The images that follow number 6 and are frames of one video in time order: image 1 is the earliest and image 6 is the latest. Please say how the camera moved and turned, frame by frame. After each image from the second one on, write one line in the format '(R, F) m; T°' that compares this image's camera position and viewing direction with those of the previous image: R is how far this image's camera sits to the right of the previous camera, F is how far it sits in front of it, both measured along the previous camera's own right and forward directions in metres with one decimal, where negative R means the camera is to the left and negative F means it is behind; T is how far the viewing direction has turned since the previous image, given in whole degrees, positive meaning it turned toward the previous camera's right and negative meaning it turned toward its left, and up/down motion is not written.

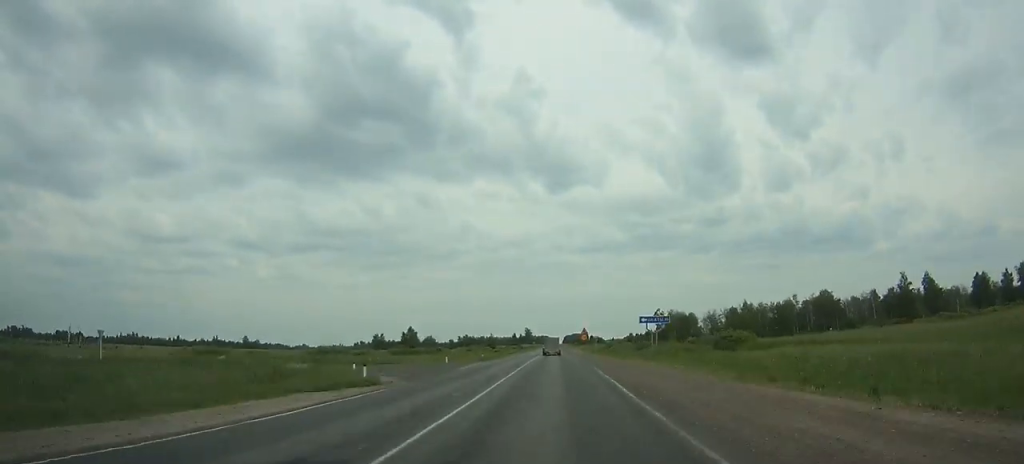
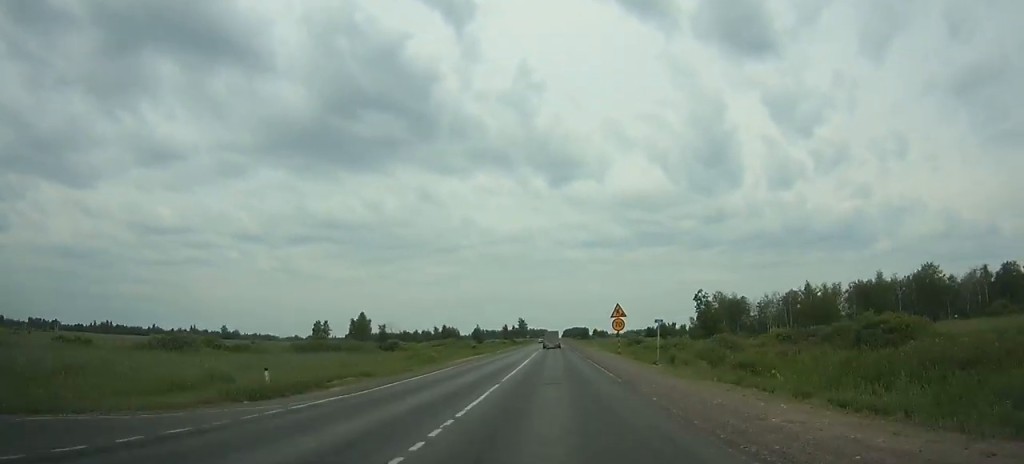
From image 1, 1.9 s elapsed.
(0.0, +48.3) m; 0°
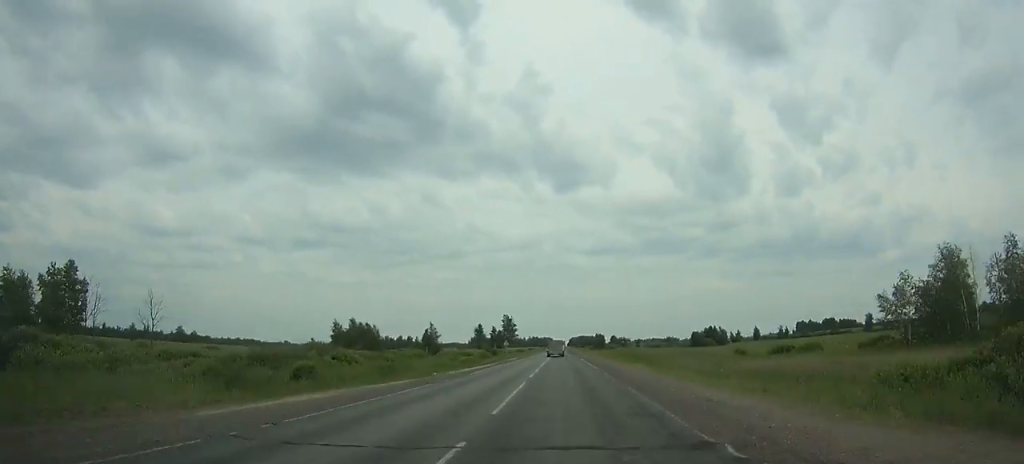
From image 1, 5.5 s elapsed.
(-0.3, +91.6) m; 0°
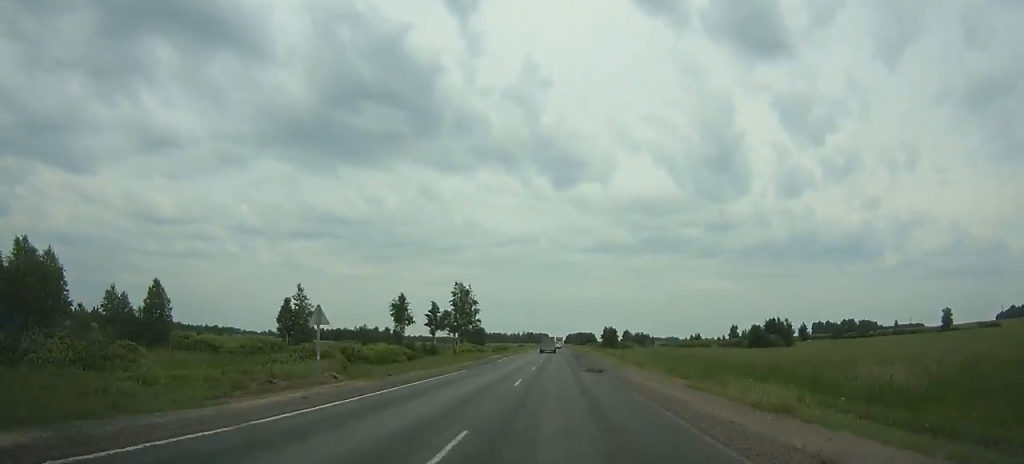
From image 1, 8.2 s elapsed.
(+0.2, +70.5) m; 0°
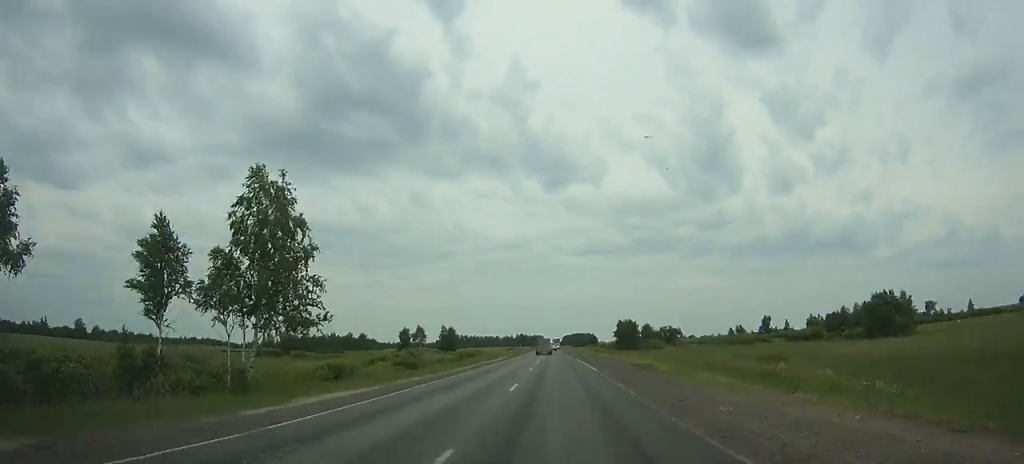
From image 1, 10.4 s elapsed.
(0.0, +61.3) m; 0°
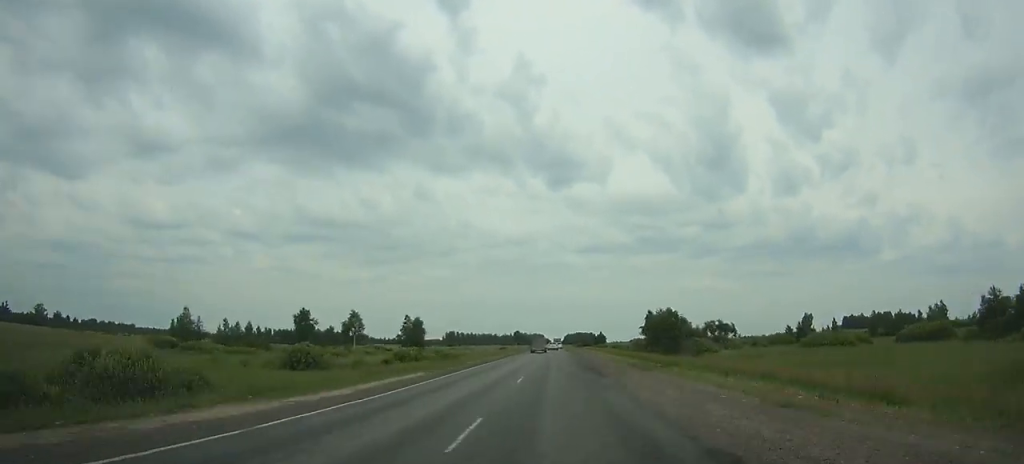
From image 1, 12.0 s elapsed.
(0.0, +45.6) m; 0°
